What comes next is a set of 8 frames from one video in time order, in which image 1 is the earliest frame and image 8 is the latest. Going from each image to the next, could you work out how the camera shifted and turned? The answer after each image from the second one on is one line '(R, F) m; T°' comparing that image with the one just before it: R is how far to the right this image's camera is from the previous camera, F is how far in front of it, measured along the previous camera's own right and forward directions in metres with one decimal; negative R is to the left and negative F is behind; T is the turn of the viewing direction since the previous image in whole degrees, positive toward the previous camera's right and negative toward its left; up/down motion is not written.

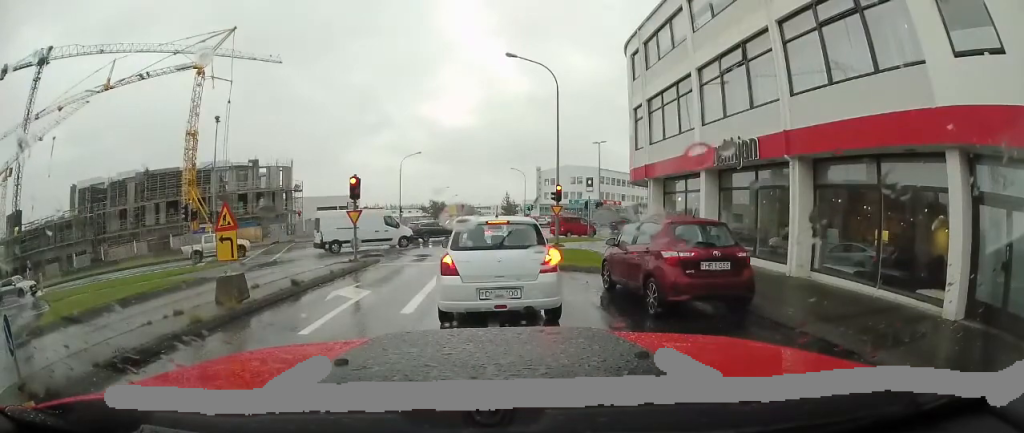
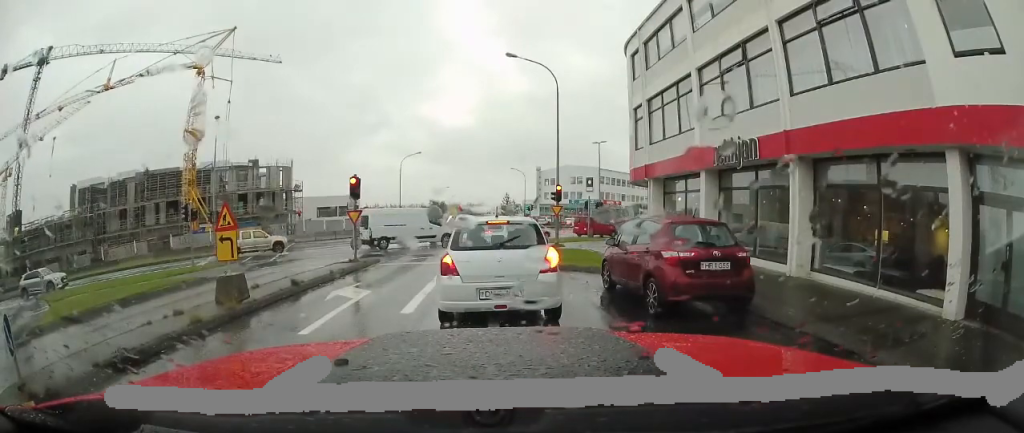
(0.0, 0.0) m; 0°
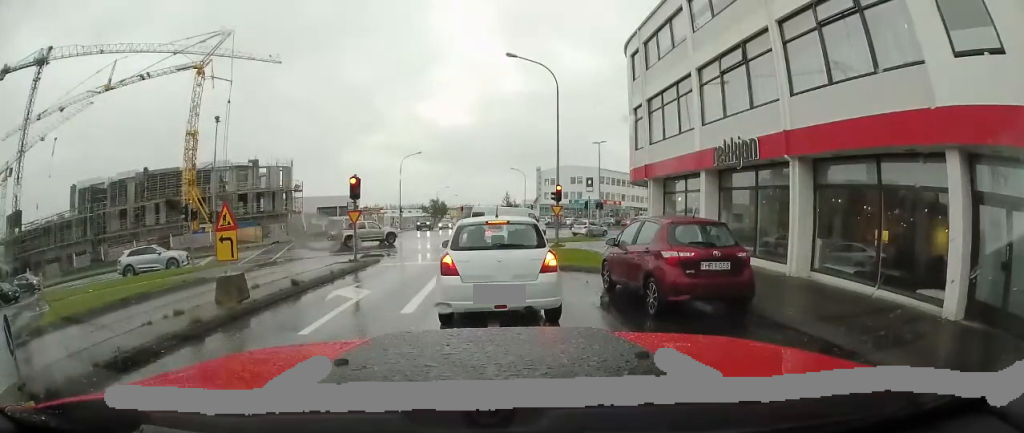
(0.0, 0.0) m; 0°
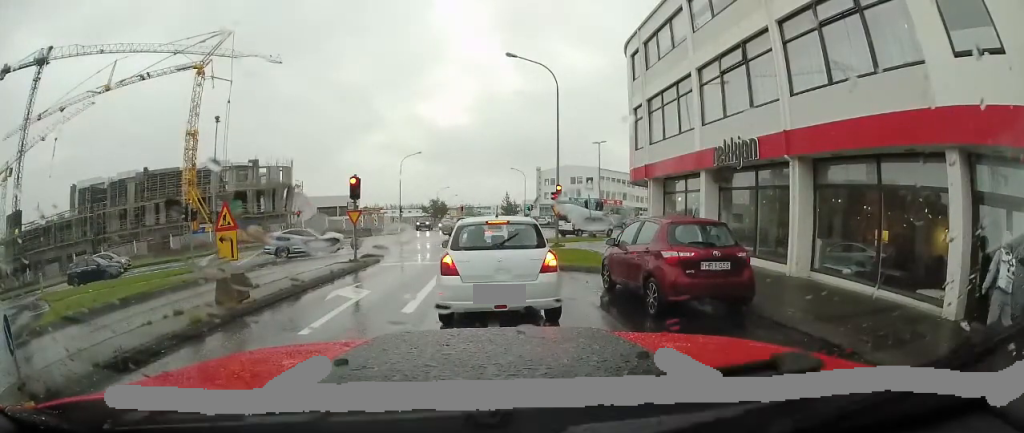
(0.0, 0.0) m; 0°
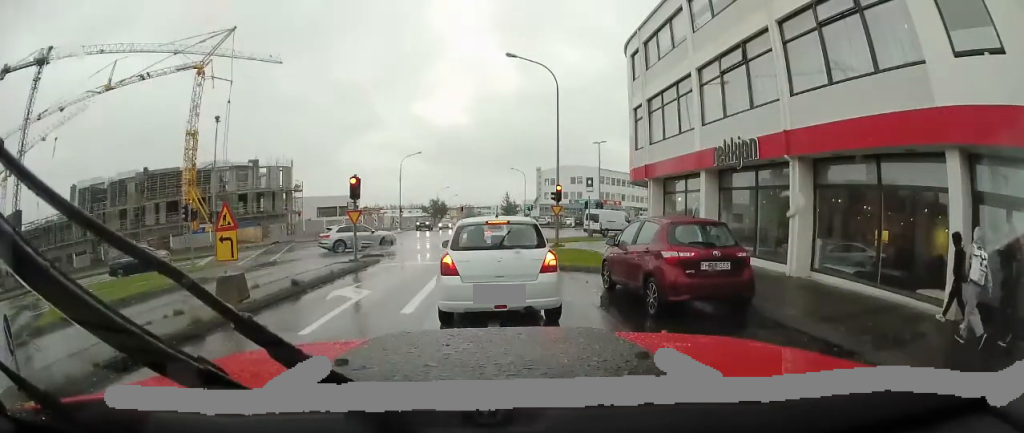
(0.0, 0.0) m; 0°
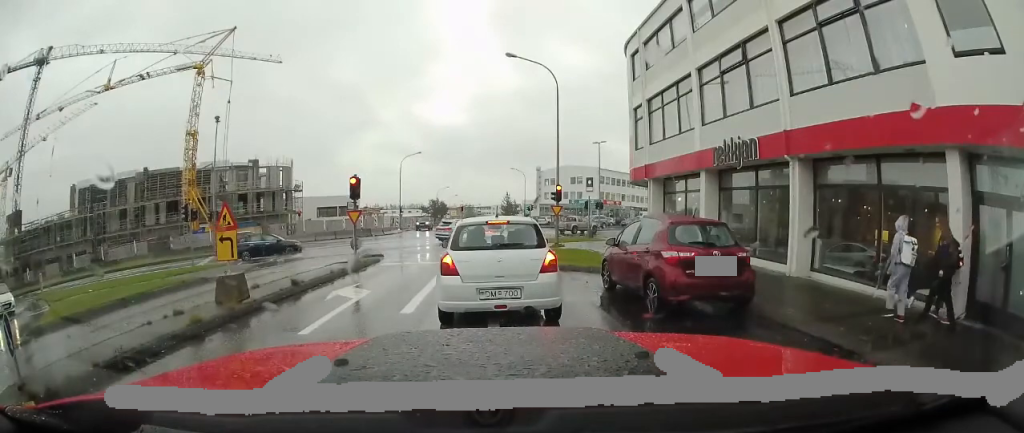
(0.0, 0.0) m; 0°
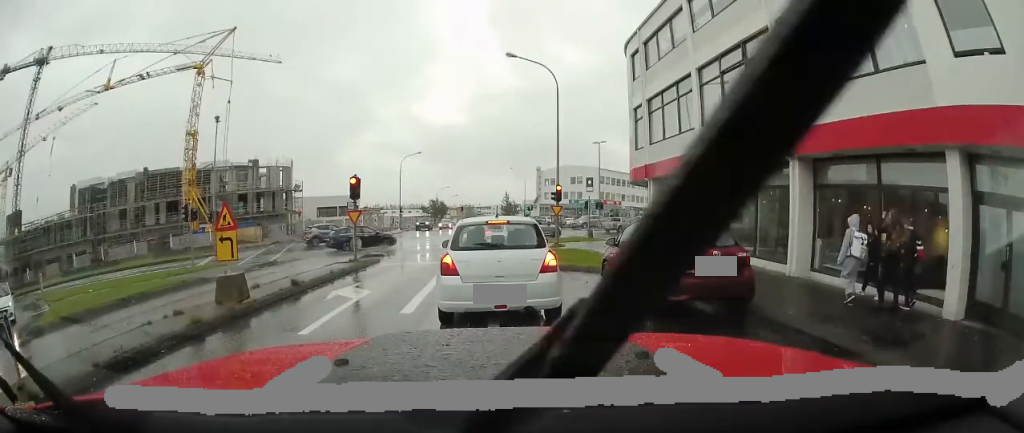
(0.0, 0.0) m; 0°
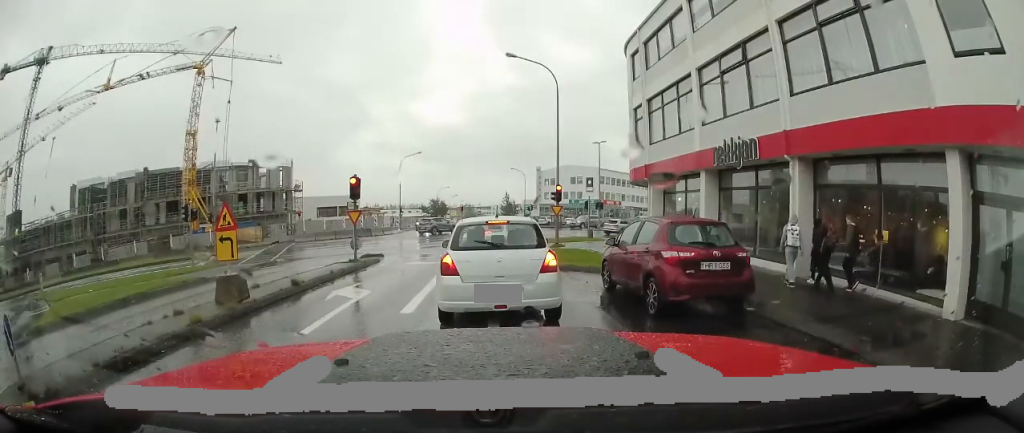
(0.0, 0.0) m; 0°
